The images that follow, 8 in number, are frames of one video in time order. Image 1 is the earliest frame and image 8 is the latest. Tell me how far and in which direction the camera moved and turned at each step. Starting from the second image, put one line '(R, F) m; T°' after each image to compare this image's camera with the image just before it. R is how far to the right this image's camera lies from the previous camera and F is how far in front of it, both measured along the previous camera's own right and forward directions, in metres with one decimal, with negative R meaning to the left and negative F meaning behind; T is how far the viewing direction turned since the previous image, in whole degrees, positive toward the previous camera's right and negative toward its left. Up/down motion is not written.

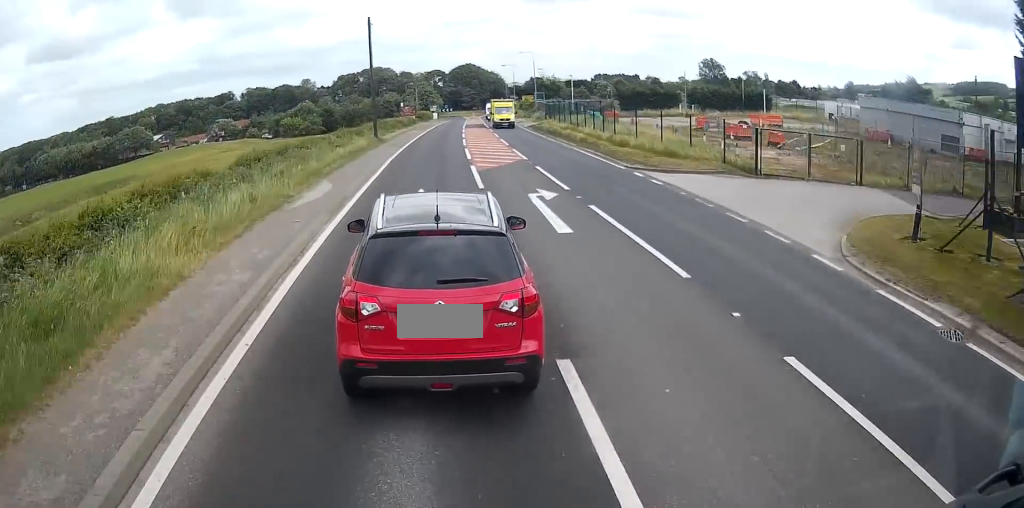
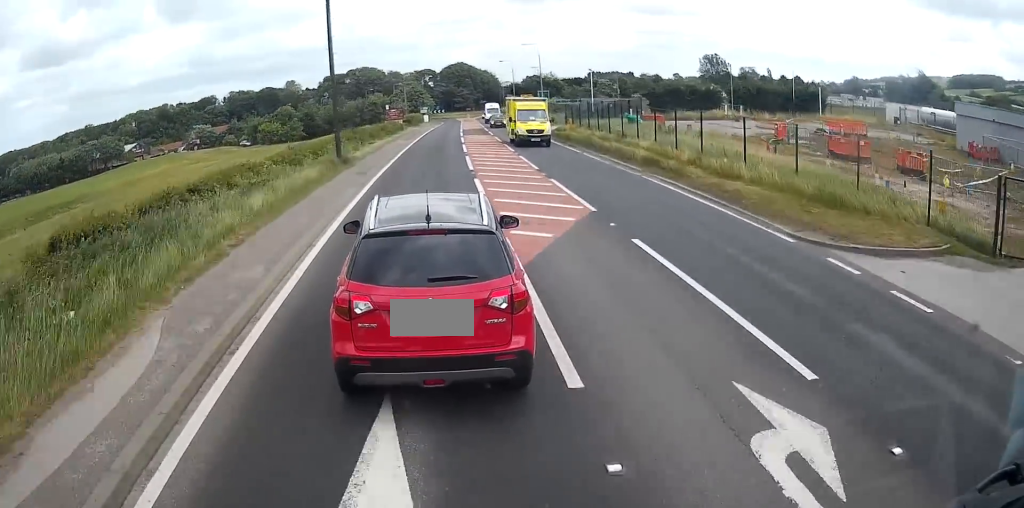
(0.0, +12.7) m; +1°
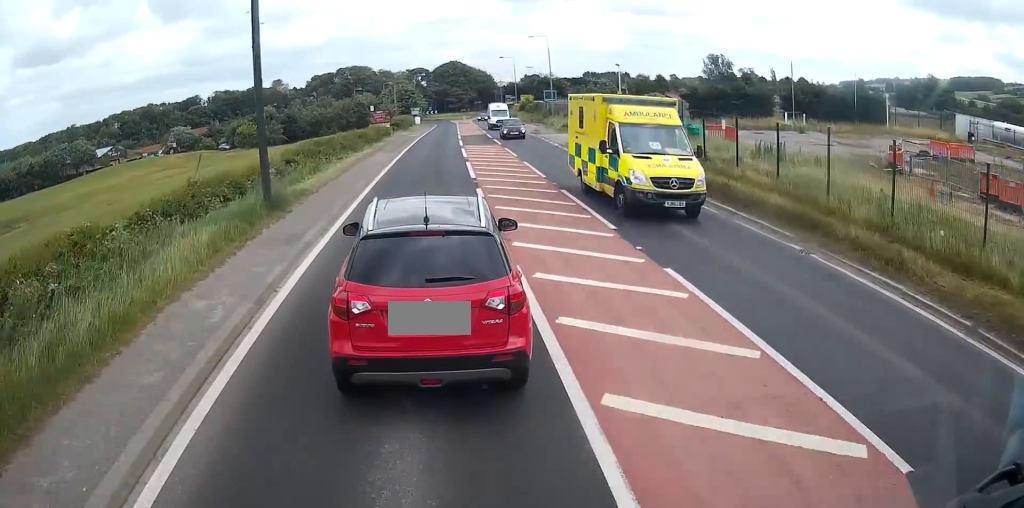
(+0.3, +11.0) m; 0°
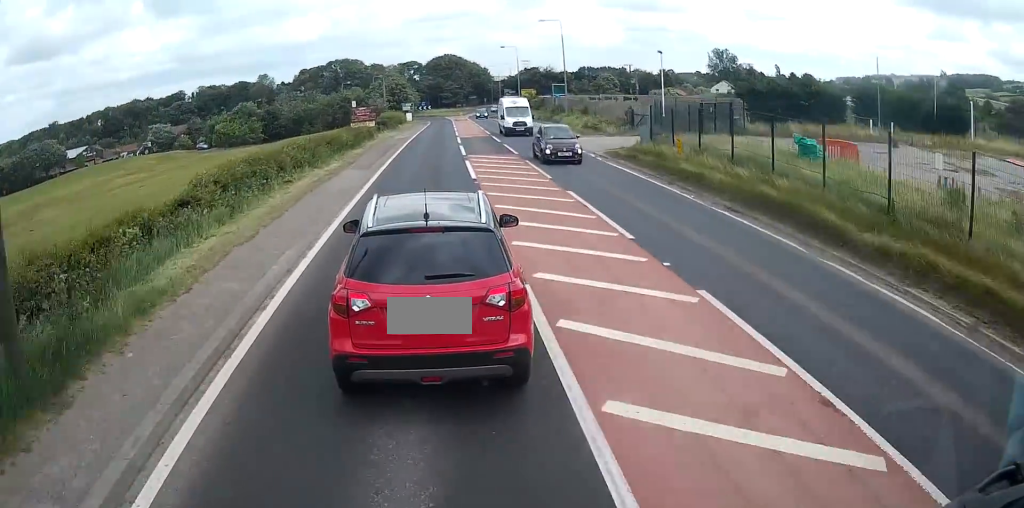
(0.0, +10.4) m; 0°
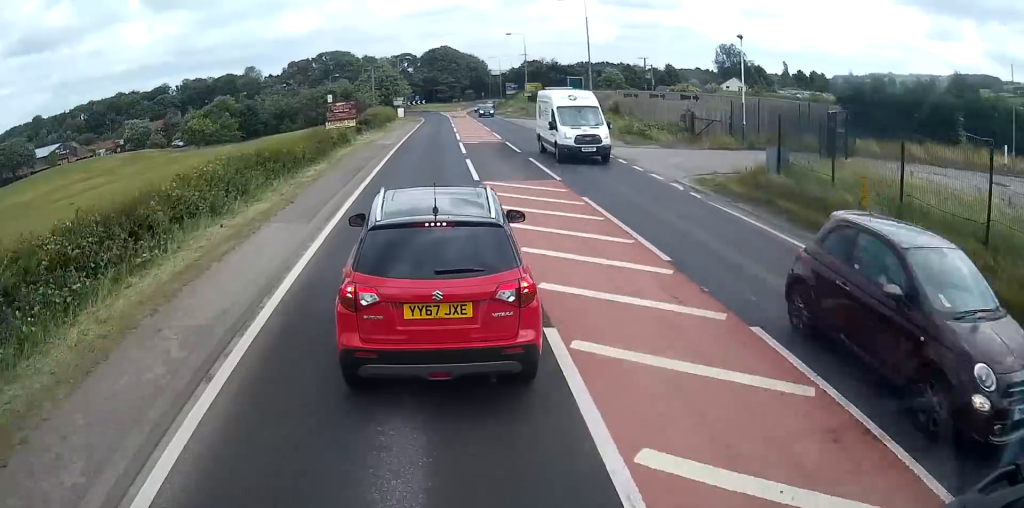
(-0.1, +10.9) m; -1°
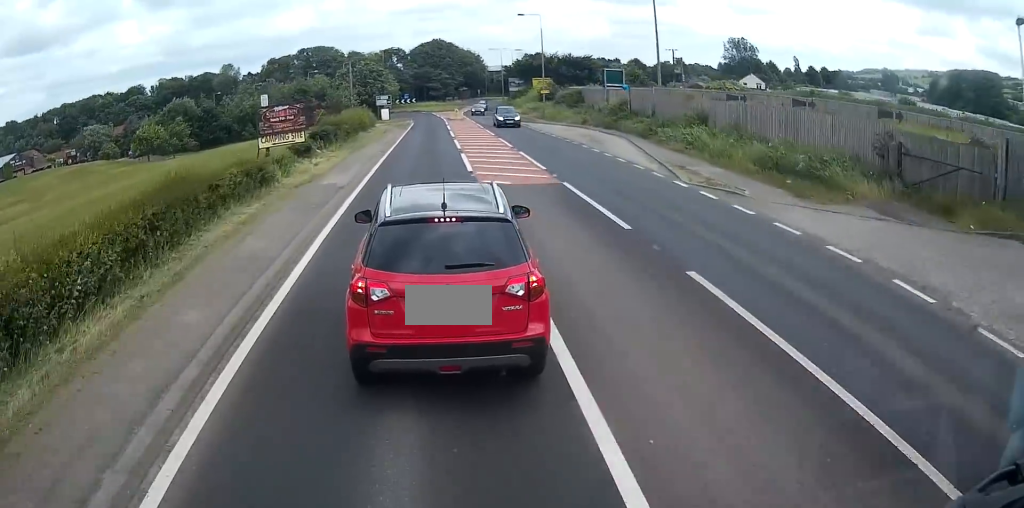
(+0.1, +16.4) m; +2°
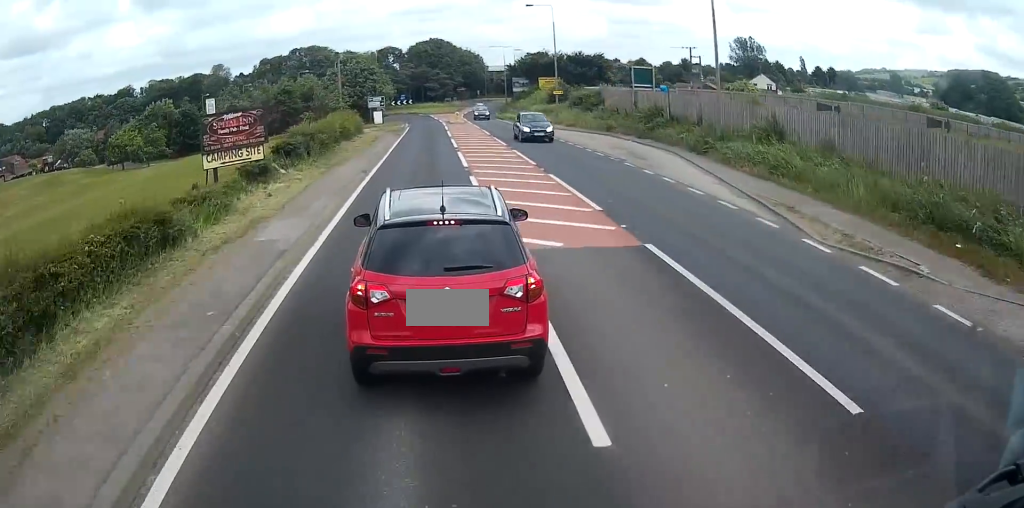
(+0.3, +7.2) m; 0°
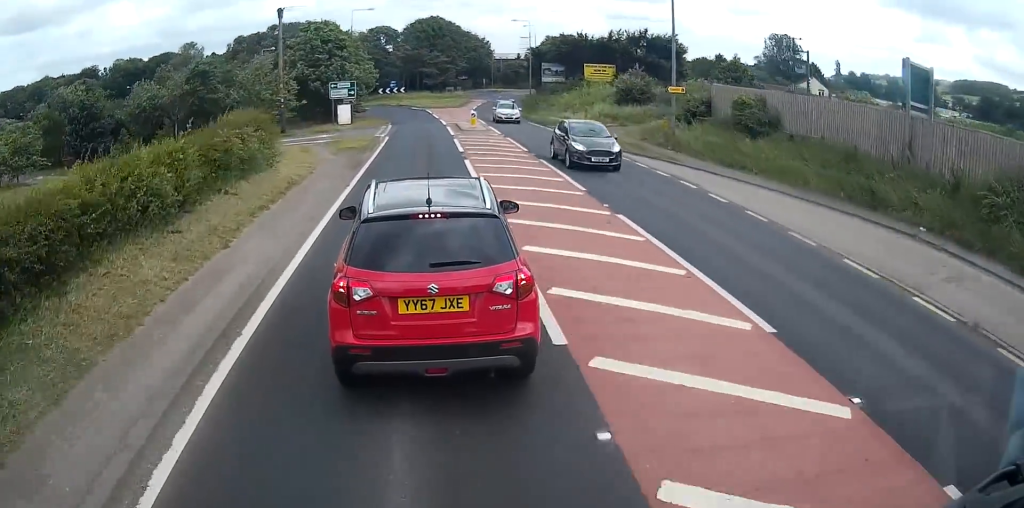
(+0.1, +25.9) m; -1°
